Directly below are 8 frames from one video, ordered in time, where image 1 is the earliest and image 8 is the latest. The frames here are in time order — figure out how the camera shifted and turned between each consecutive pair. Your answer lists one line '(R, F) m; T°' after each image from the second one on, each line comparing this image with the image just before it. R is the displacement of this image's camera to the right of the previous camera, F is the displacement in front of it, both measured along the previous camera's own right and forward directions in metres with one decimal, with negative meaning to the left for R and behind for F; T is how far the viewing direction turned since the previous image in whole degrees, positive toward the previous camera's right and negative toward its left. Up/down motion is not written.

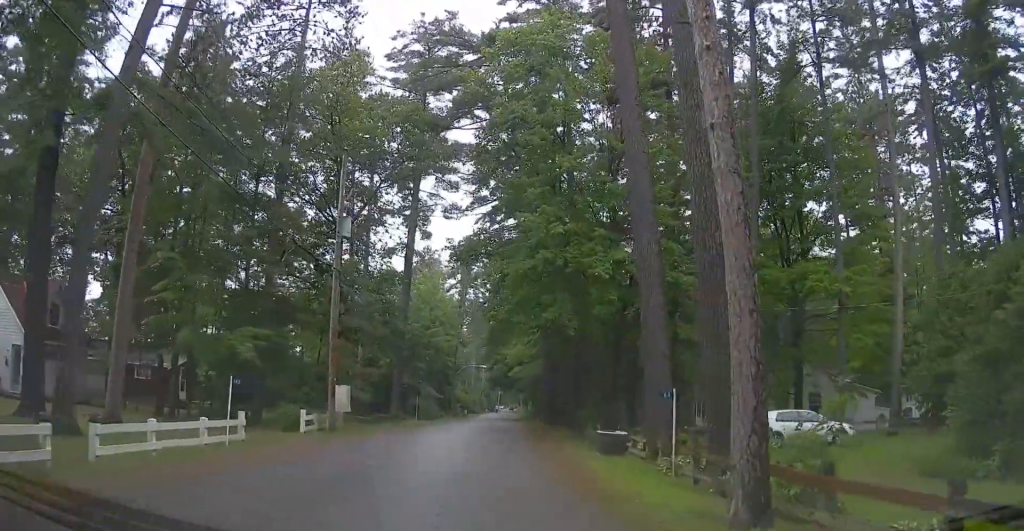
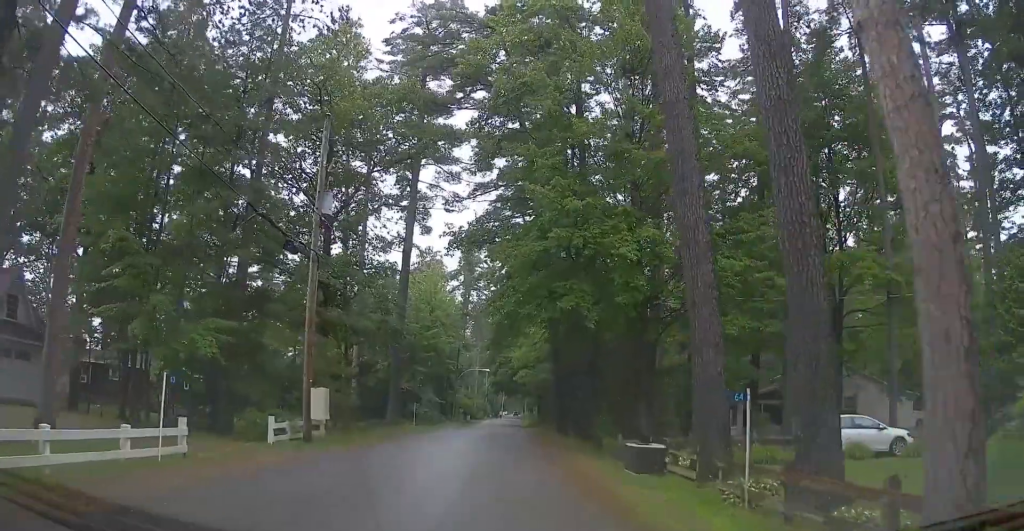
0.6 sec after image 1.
(0.0, +2.6) m; 0°
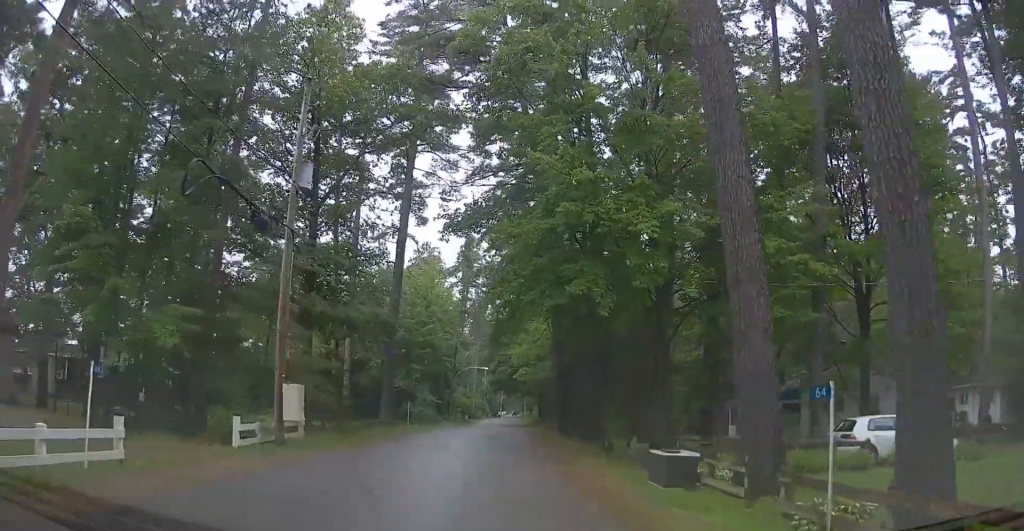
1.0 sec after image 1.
(0.0, +1.9) m; -1°
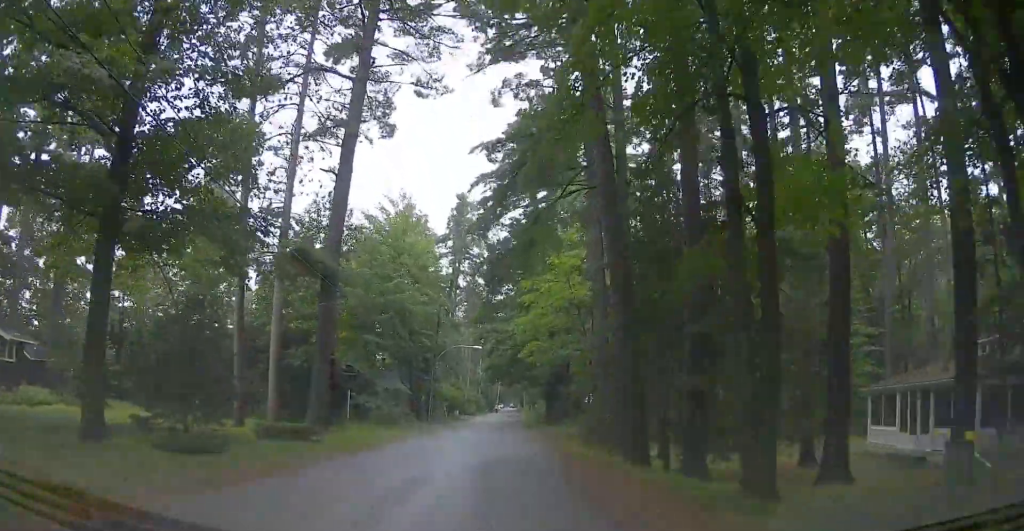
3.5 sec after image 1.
(-1.6, +15.4) m; +5°
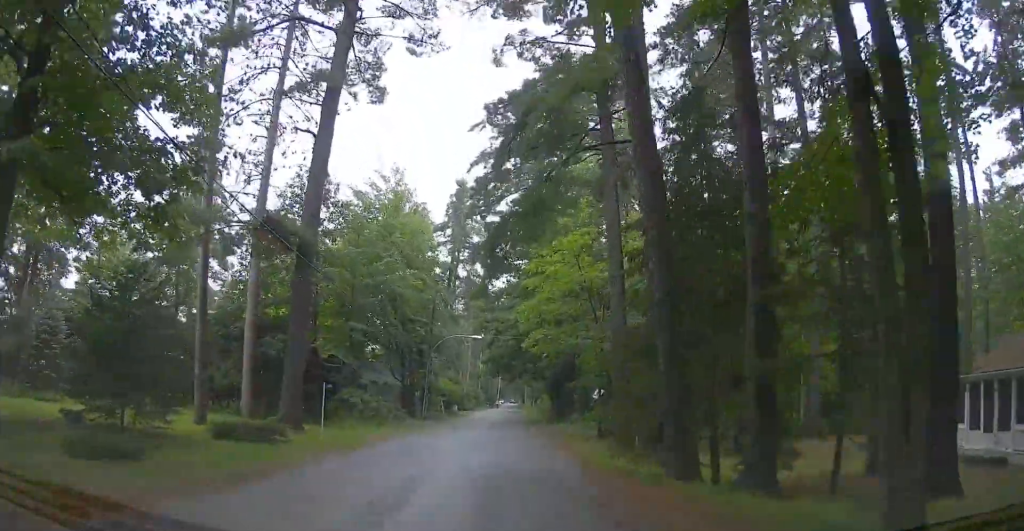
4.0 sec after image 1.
(+1.1, +3.7) m; +5°
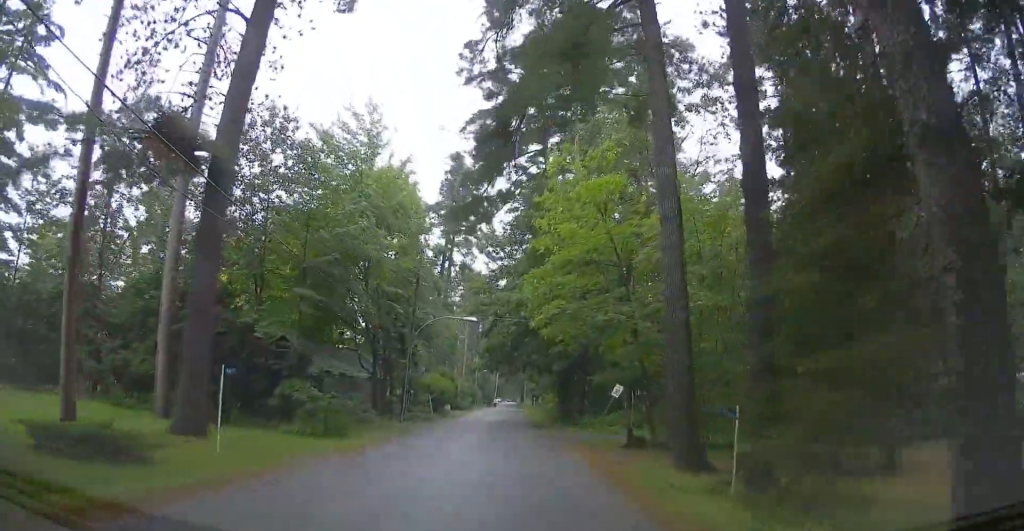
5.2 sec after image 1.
(-0.1, +7.9) m; -9°
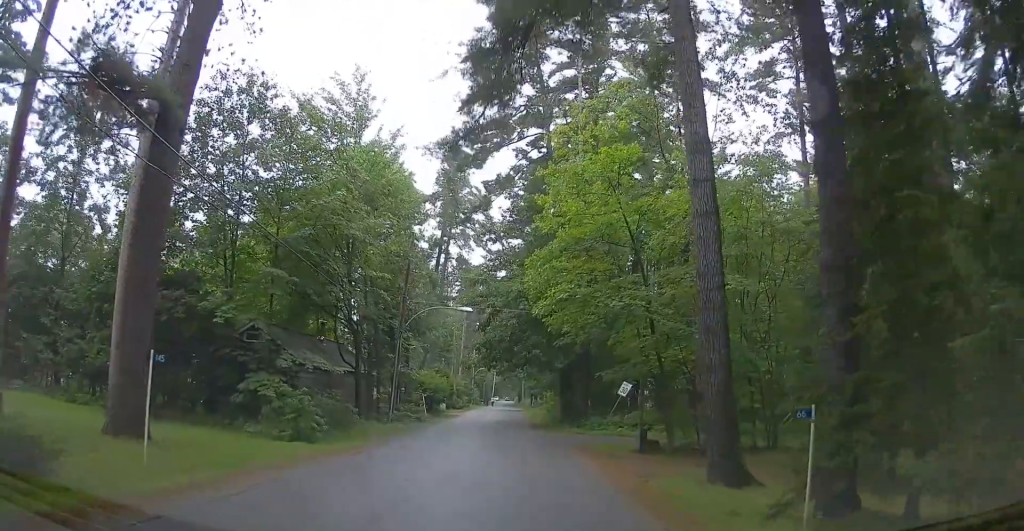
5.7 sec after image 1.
(-0.2, +2.7) m; -2°
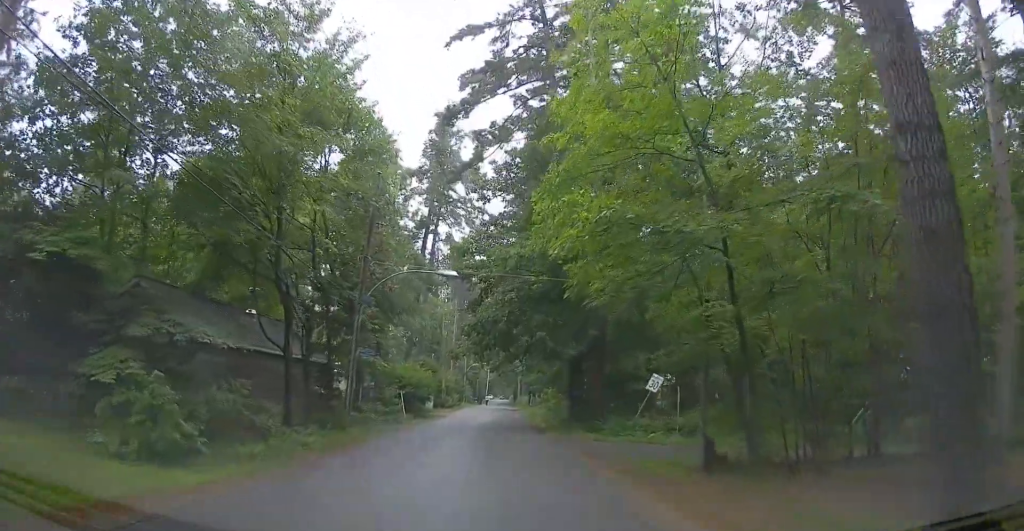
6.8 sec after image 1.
(-0.1, +7.5) m; +1°
